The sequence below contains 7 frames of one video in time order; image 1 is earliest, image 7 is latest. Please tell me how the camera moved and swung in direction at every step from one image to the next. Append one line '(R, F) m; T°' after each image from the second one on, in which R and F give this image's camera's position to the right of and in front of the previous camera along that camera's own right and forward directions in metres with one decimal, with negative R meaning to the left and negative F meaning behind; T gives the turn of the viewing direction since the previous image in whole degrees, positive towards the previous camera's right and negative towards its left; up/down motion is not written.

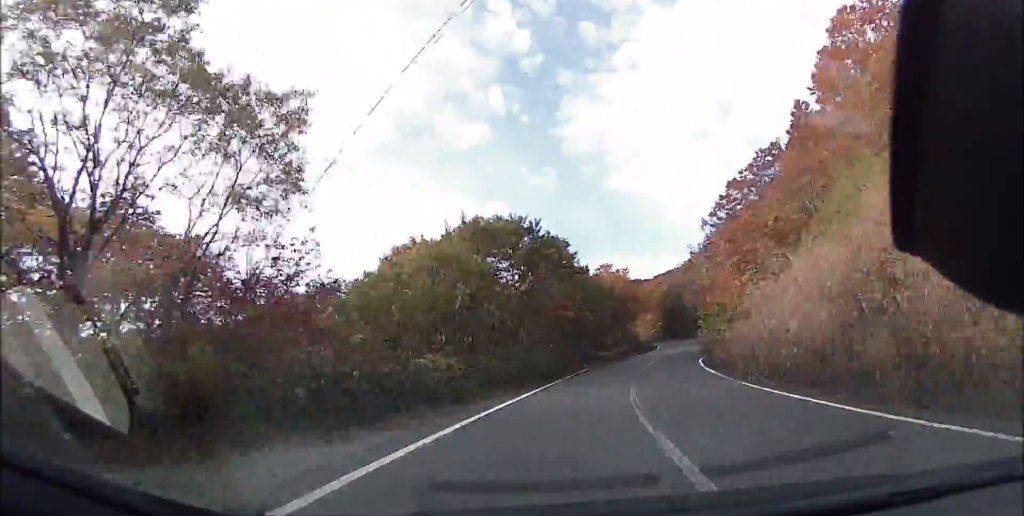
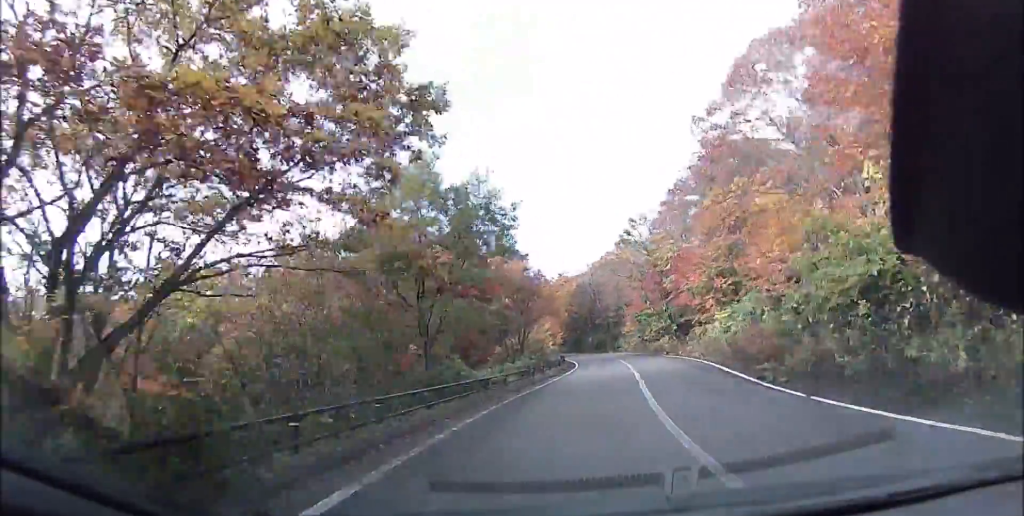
(-1.3, +22.8) m; +1°
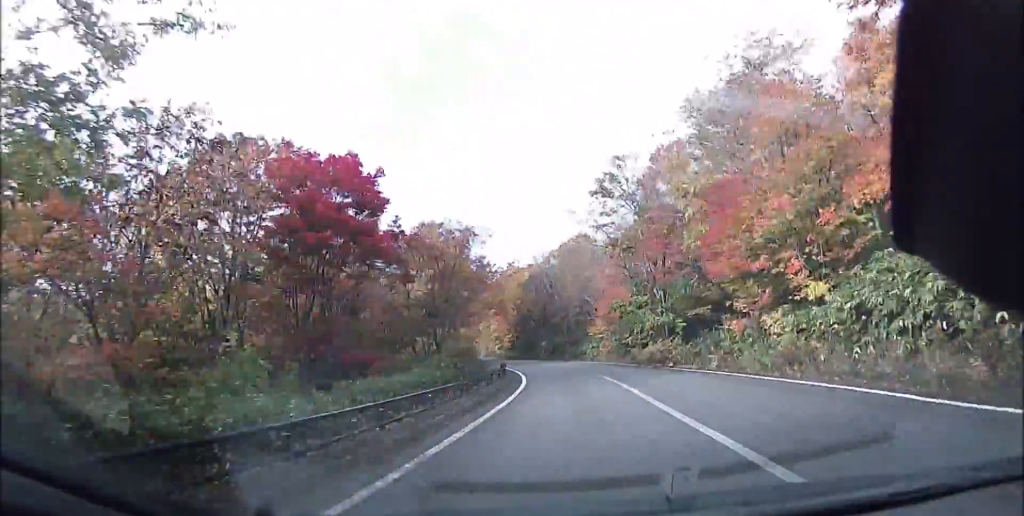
(+0.5, +14.4) m; +4°
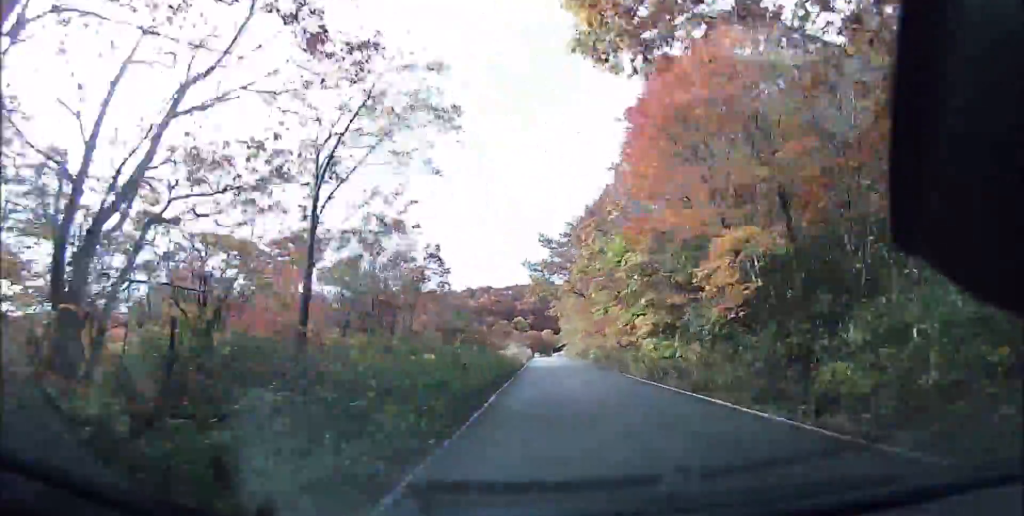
(+0.3, +68.5) m; -8°
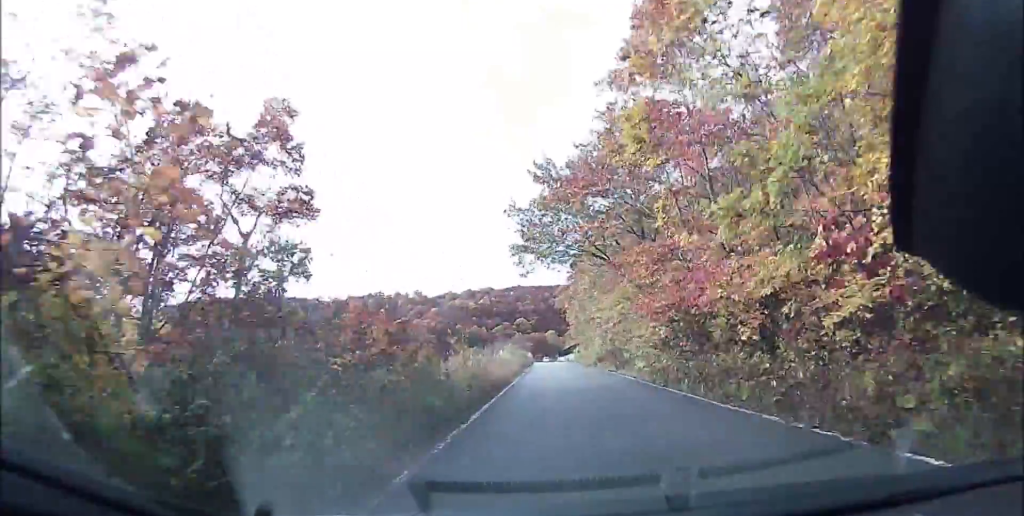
(-1.0, +18.6) m; -3°
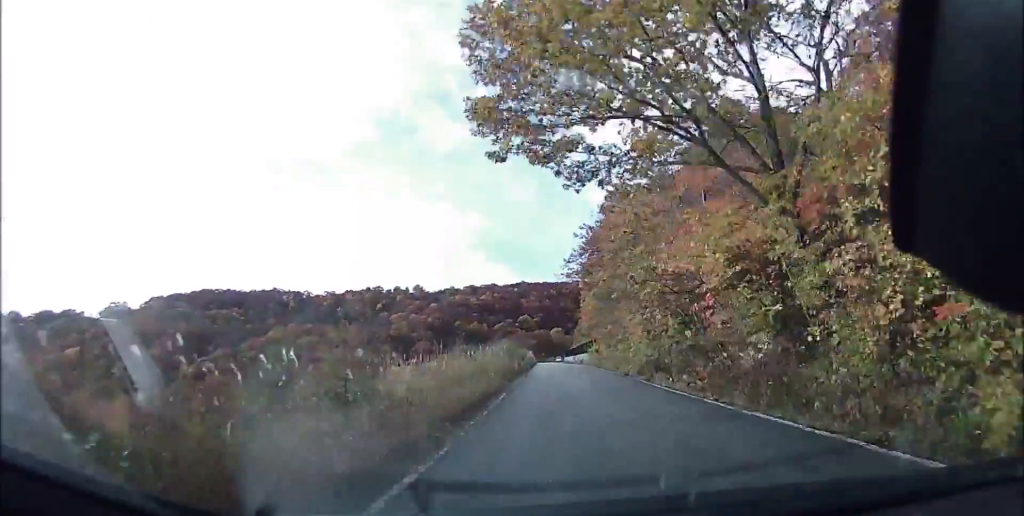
(-0.4, +16.3) m; -1°
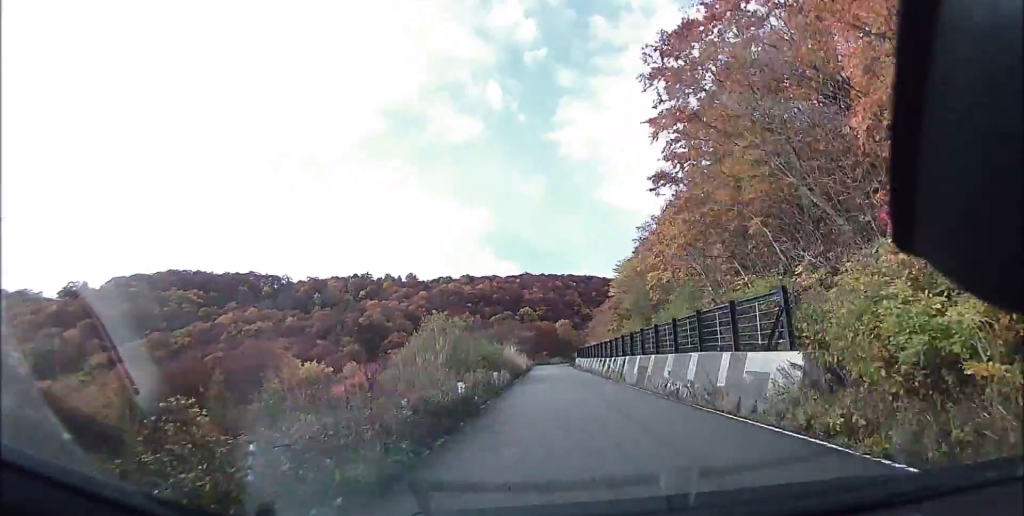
(+0.7, +37.5) m; +2°
